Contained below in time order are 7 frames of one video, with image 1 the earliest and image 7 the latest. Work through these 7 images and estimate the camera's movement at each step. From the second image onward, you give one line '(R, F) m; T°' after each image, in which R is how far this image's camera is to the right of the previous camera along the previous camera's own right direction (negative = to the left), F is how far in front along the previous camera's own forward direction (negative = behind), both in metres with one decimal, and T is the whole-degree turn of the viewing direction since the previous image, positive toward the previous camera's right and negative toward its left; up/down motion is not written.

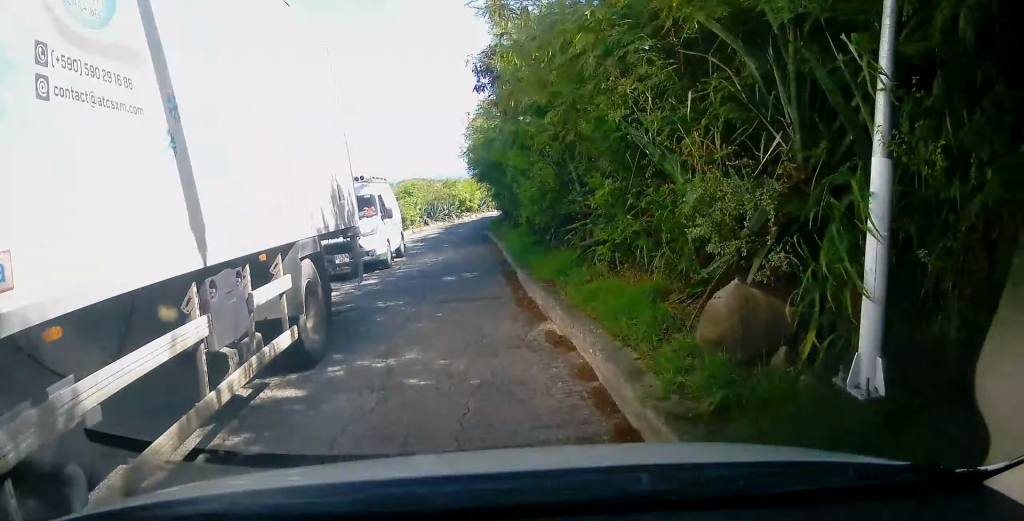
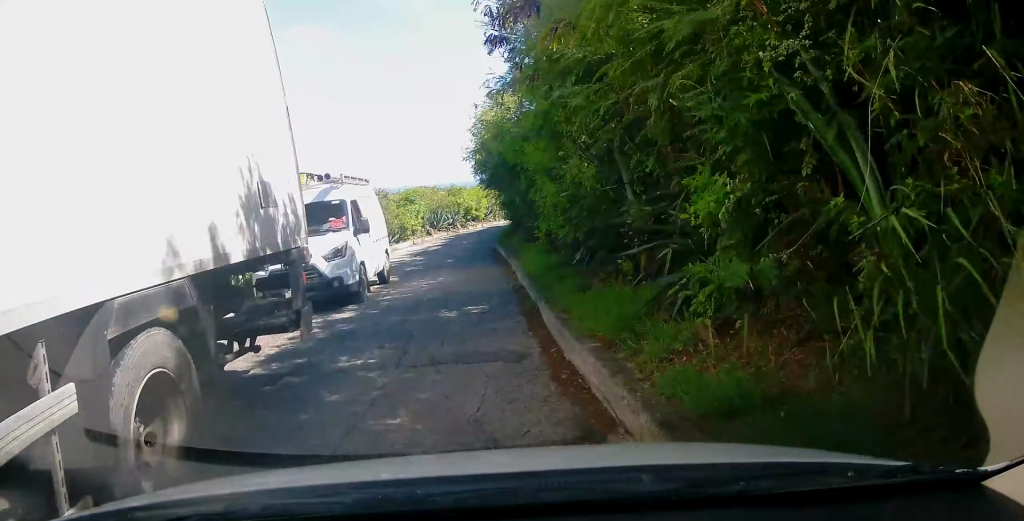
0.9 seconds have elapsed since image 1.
(+0.1, +2.7) m; +3°
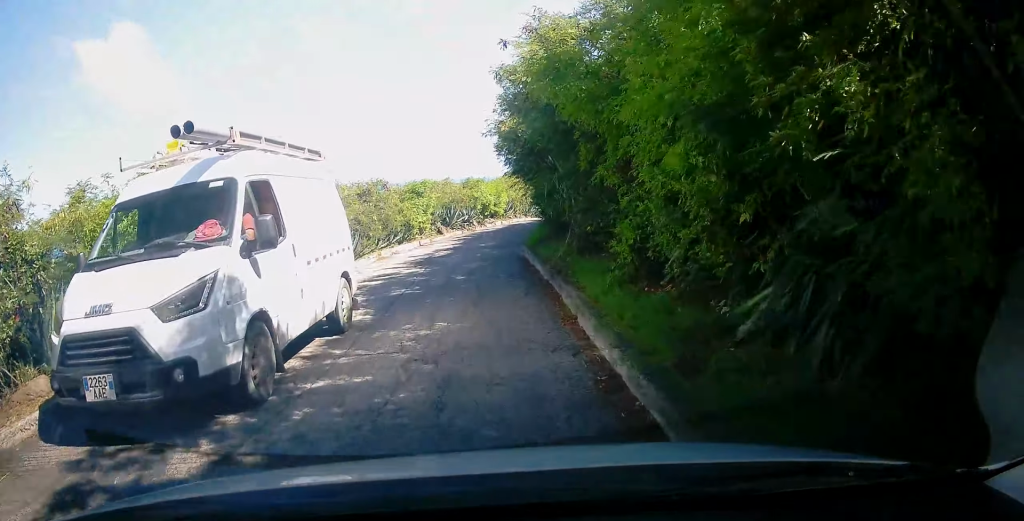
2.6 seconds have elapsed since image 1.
(-0.2, +5.4) m; -4°
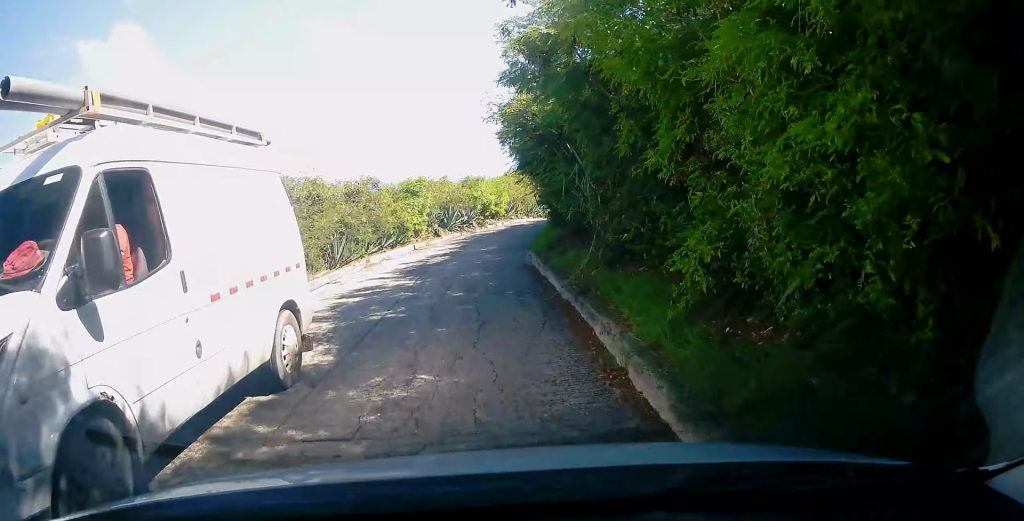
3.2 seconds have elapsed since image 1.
(0.0, +2.2) m; 0°
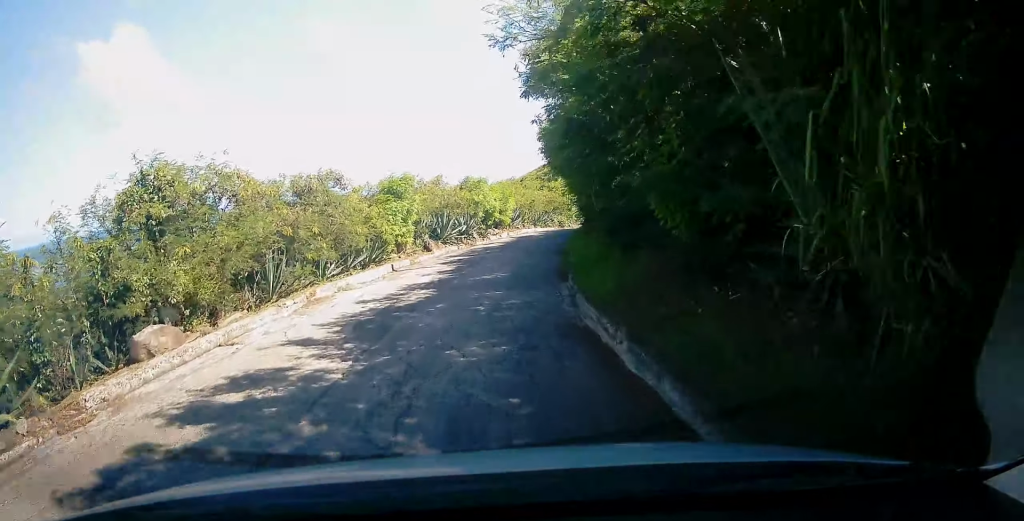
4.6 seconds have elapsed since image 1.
(+0.3, +6.4) m; +3°
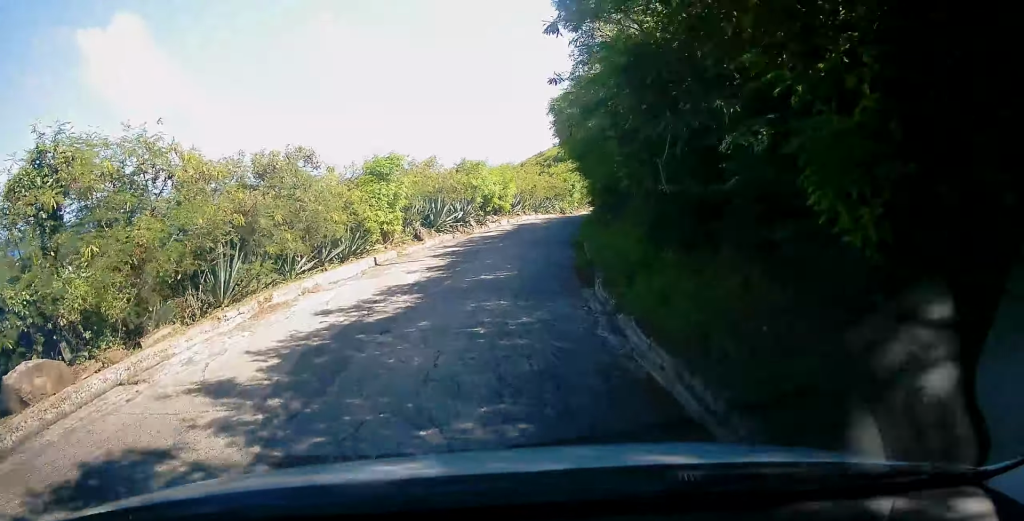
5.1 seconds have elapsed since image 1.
(+0.1, +2.5) m; 0°
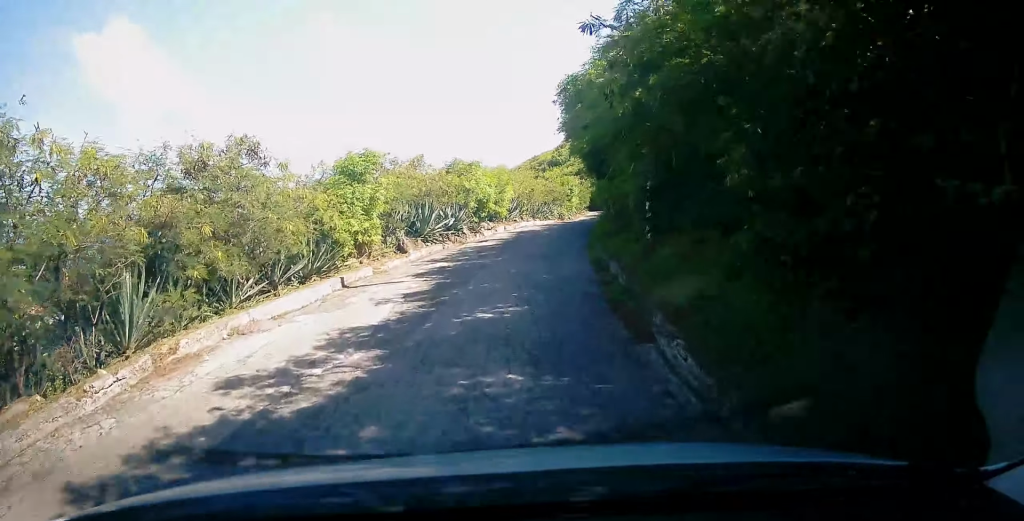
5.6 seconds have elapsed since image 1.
(-0.1, +3.2) m; -1°
